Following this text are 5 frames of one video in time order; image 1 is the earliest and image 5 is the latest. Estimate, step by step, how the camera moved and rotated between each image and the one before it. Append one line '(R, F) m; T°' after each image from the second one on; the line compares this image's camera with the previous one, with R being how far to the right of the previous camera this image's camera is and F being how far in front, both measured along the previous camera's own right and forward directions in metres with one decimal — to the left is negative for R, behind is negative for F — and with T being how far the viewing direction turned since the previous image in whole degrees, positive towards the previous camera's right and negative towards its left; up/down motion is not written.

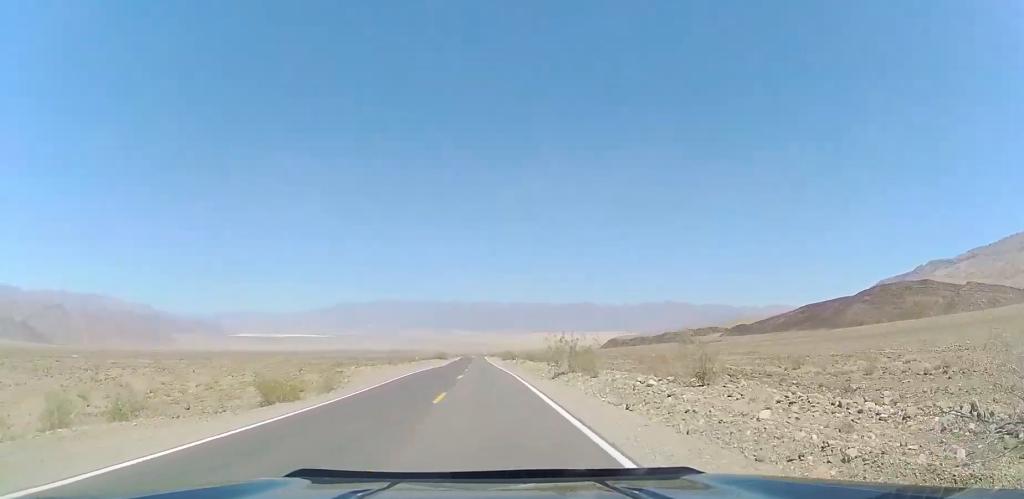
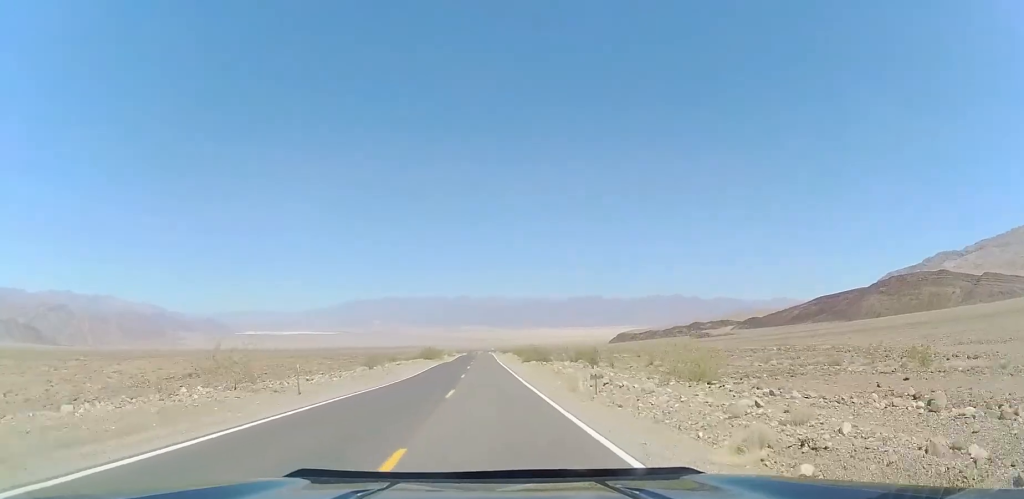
(+0.1, +41.3) m; 0°
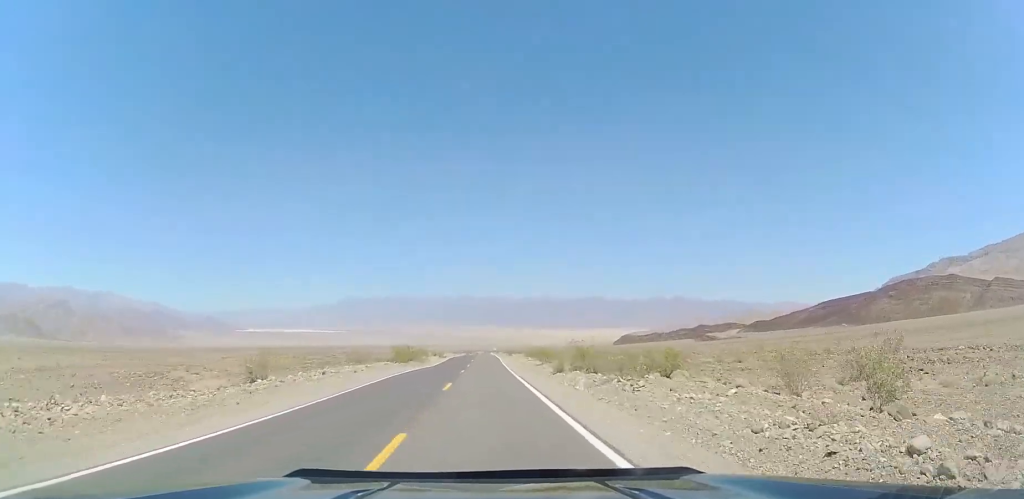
(-0.2, +27.8) m; -1°
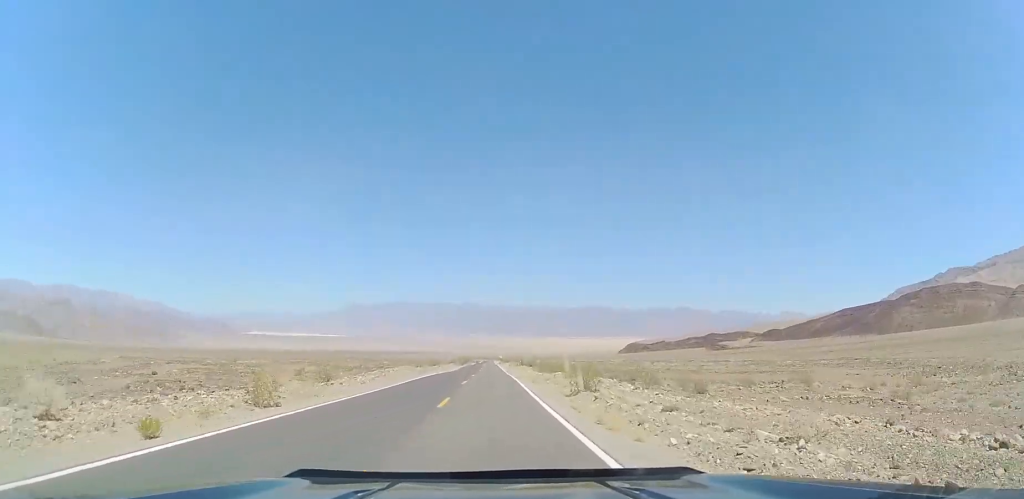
(-0.3, +76.9) m; 0°
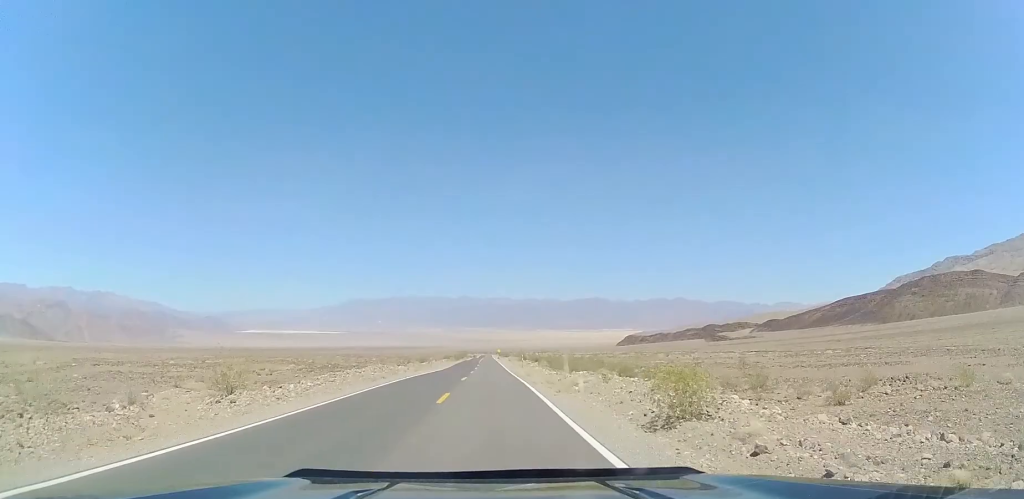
(+0.1, +14.4) m; 0°
